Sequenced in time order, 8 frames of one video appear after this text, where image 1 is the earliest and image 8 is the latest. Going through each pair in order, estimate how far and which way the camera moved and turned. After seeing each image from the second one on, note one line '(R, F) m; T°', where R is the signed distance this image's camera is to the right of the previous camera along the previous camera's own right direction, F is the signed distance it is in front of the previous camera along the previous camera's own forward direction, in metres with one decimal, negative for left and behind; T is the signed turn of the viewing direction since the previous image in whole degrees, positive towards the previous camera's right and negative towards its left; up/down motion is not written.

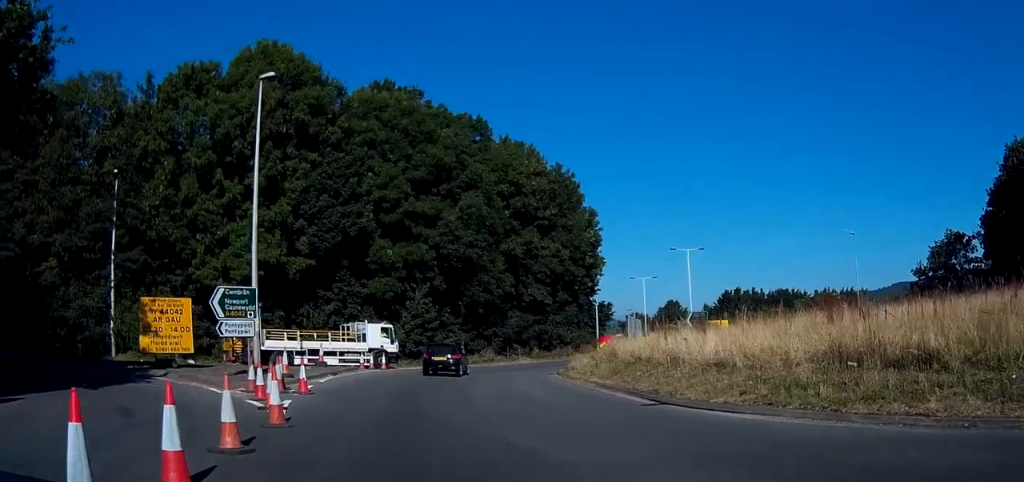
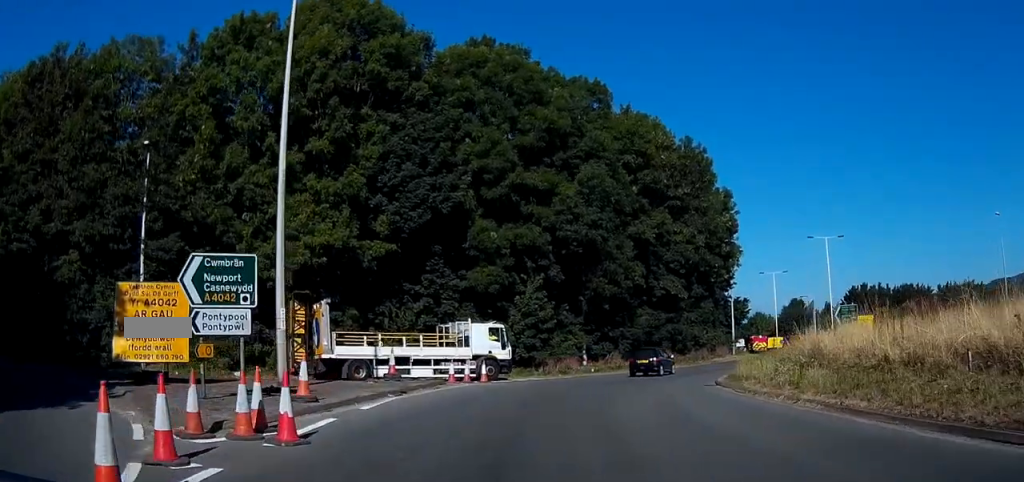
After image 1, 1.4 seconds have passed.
(-0.9, +10.2) m; -7°
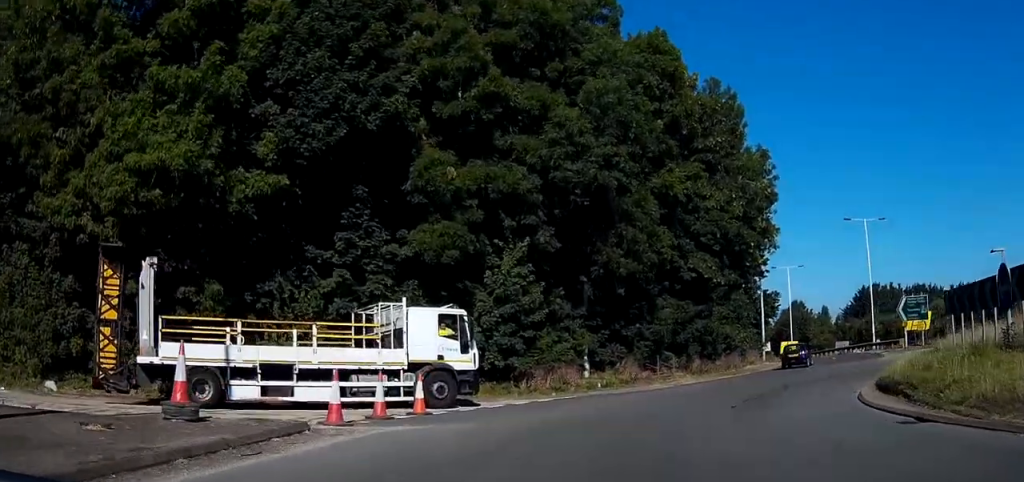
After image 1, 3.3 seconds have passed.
(+0.6, +16.1) m; +4°
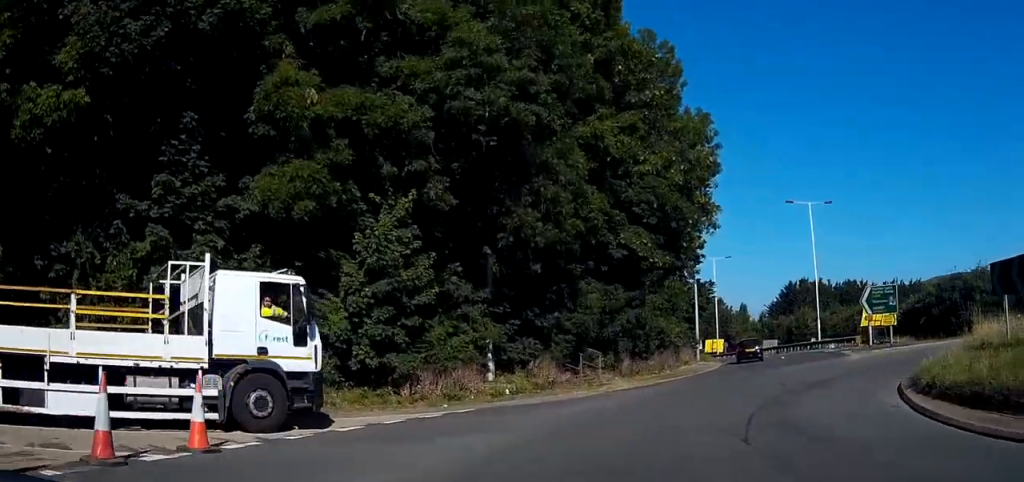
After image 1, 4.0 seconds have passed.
(0.0, +7.6) m; +1°
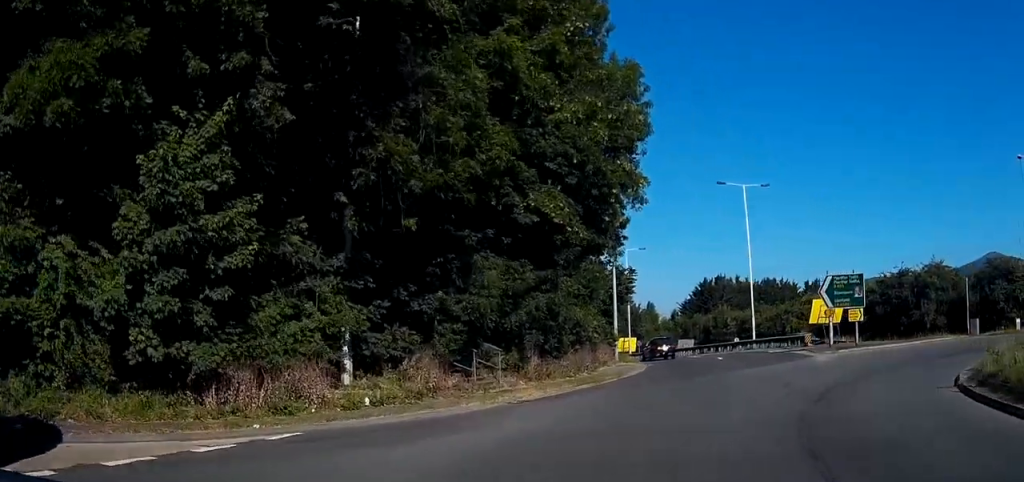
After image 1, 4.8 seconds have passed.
(0.0, +7.8) m; +2°
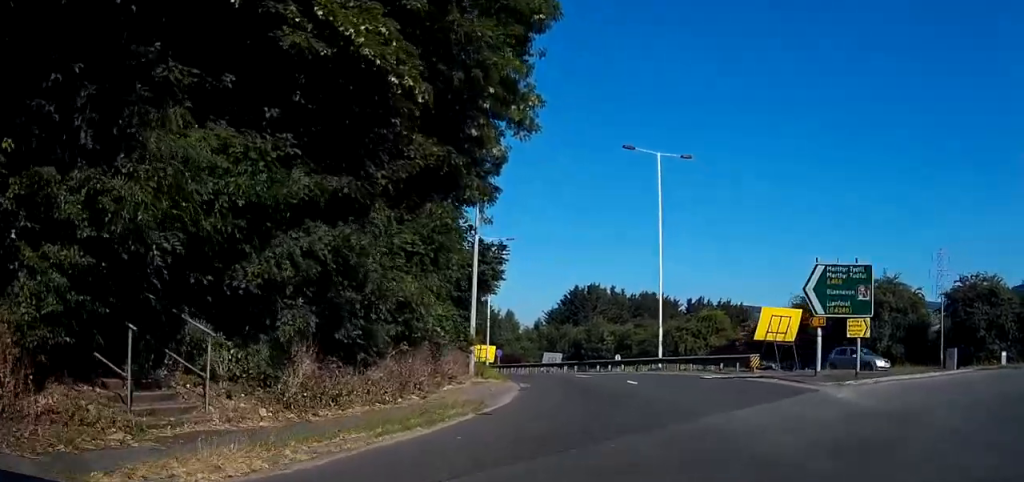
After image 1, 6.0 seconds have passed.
(+0.9, +14.1) m; +7°
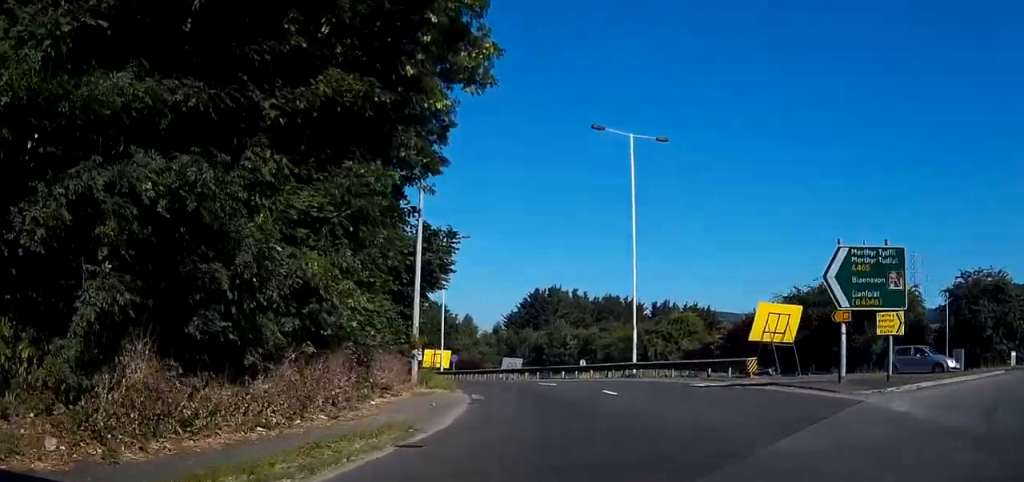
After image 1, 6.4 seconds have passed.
(+0.2, +4.9) m; +2°
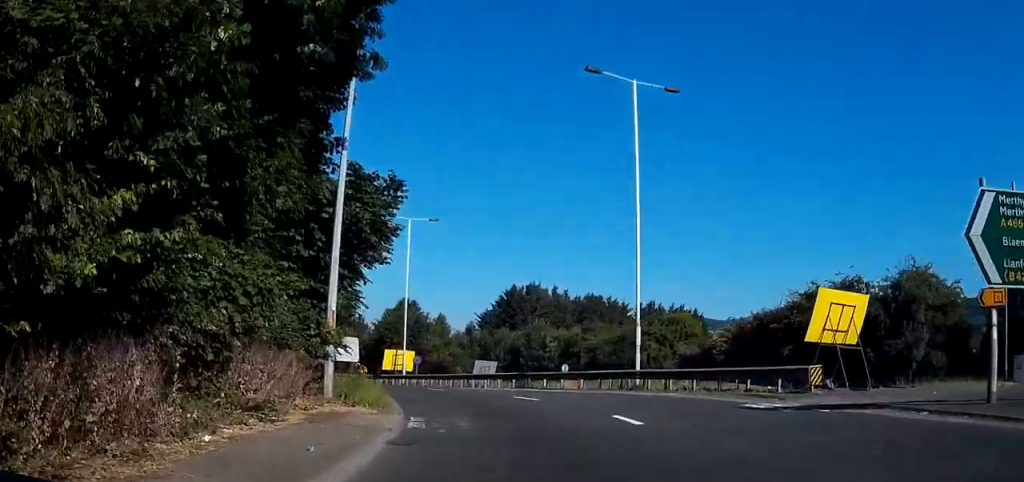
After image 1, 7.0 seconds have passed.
(+0.2, +7.9) m; +1°
